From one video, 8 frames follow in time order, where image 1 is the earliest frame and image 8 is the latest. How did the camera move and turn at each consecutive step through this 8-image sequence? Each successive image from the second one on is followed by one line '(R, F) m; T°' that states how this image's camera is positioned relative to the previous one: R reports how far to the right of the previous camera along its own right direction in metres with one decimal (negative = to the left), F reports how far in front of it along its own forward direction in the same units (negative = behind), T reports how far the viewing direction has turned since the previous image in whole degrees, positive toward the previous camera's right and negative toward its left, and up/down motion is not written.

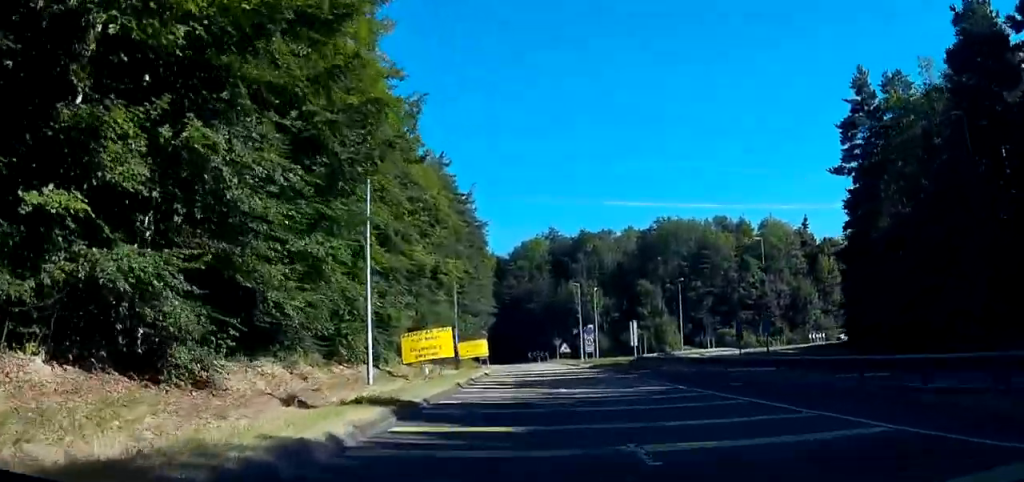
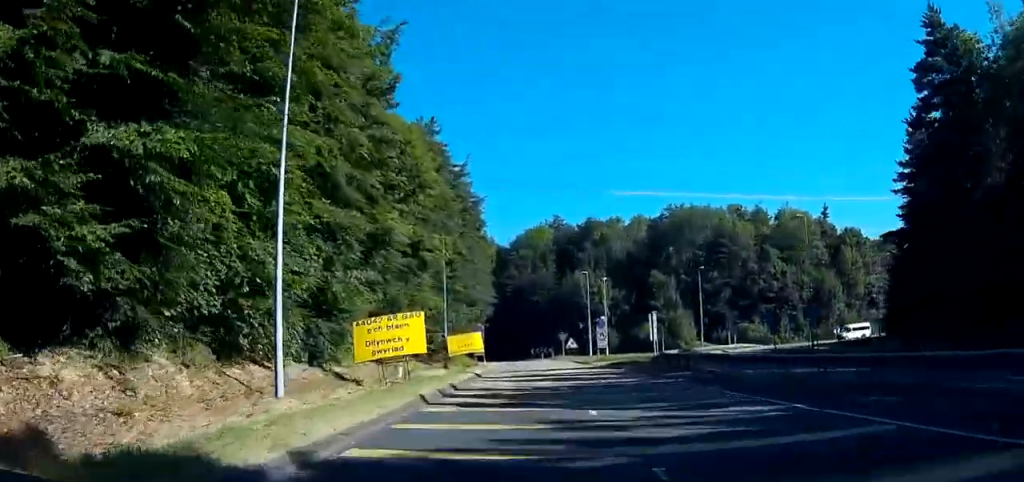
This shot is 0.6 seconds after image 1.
(0.0, +10.7) m; 0°
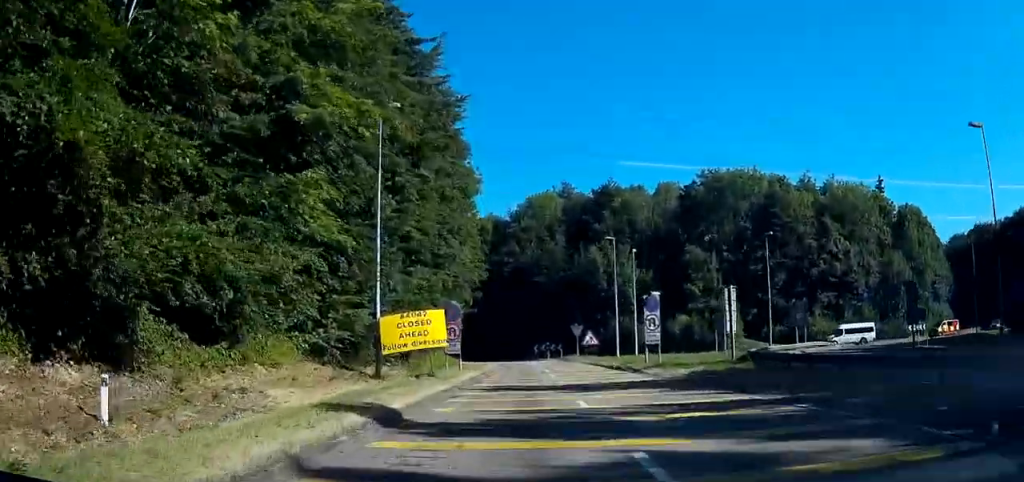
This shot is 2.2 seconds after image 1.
(+0.3, +26.5) m; 0°
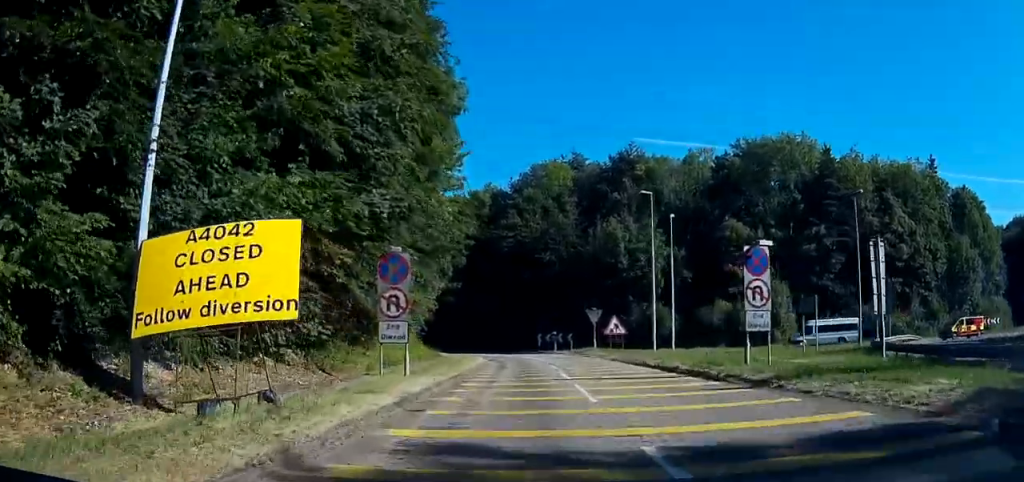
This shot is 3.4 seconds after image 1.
(0.0, +19.3) m; -1°
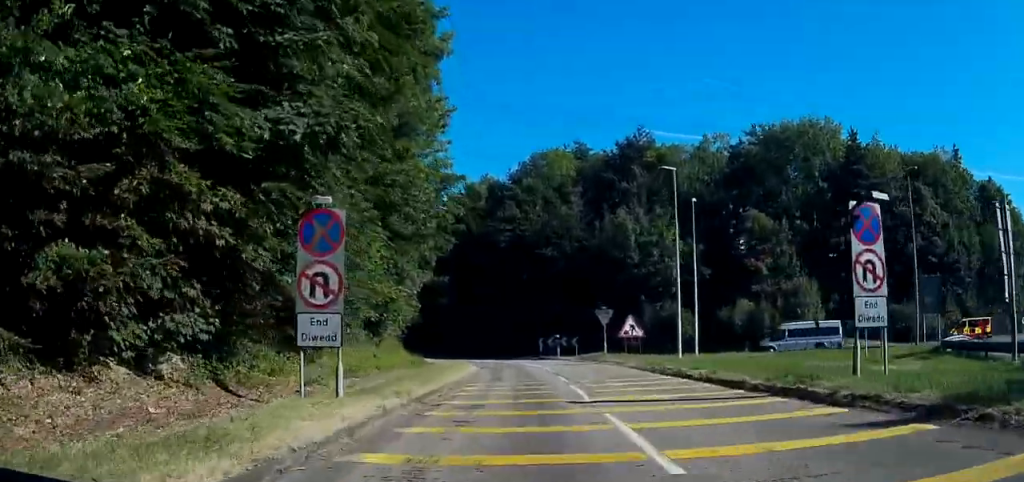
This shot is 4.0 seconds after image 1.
(0.0, +8.1) m; 0°
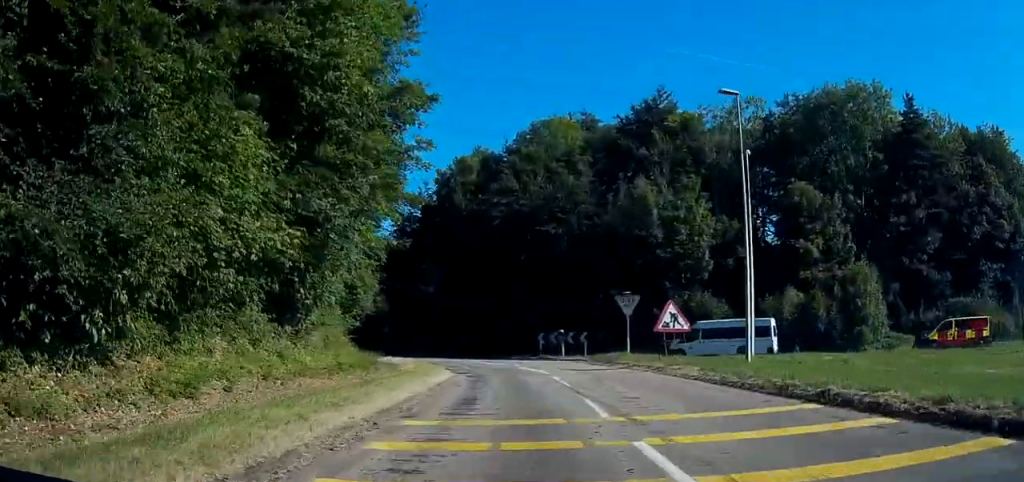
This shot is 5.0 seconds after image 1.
(-0.1, +13.6) m; 0°
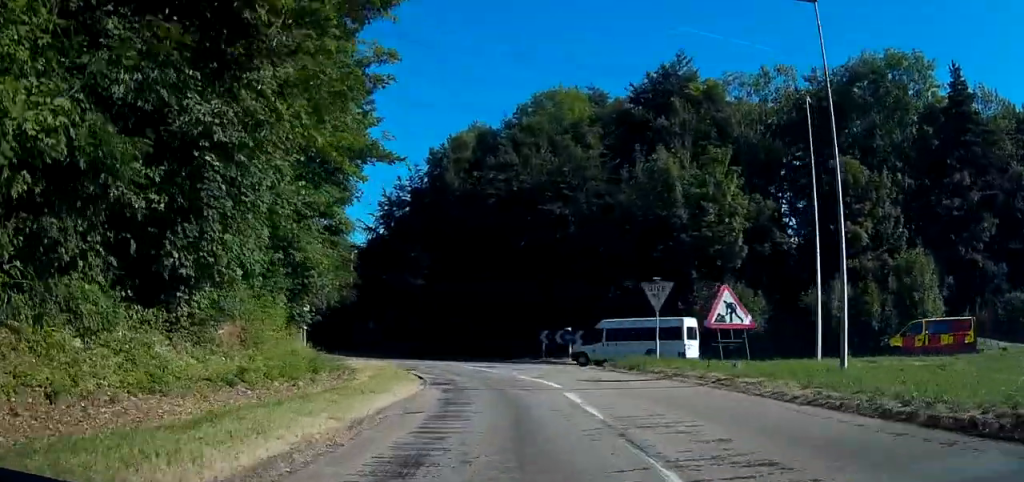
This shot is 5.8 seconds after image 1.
(+0.1, +9.0) m; 0°
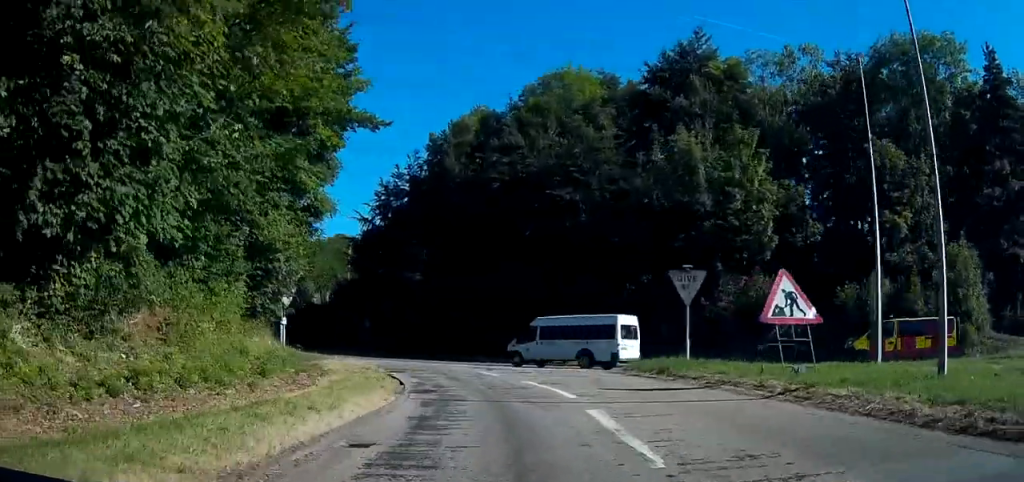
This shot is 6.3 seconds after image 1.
(0.0, +4.7) m; 0°
